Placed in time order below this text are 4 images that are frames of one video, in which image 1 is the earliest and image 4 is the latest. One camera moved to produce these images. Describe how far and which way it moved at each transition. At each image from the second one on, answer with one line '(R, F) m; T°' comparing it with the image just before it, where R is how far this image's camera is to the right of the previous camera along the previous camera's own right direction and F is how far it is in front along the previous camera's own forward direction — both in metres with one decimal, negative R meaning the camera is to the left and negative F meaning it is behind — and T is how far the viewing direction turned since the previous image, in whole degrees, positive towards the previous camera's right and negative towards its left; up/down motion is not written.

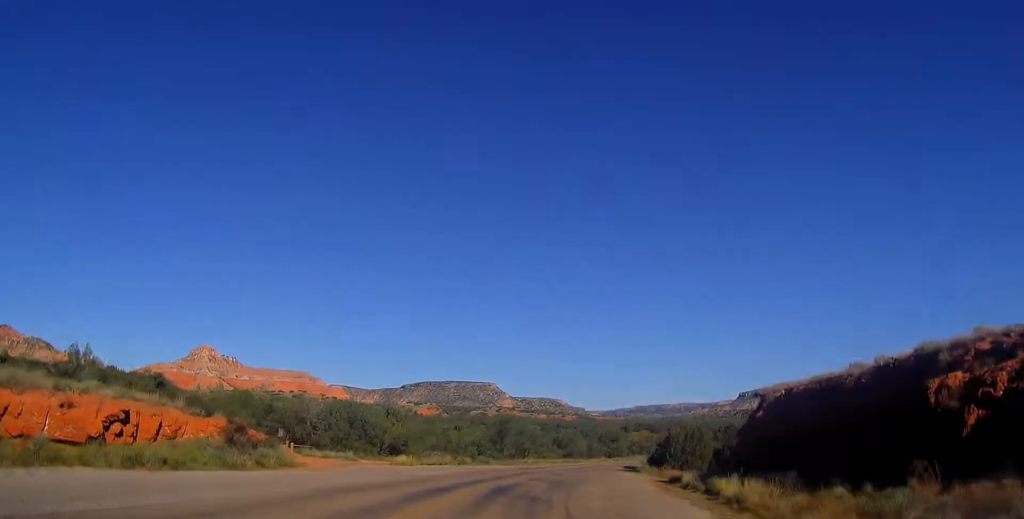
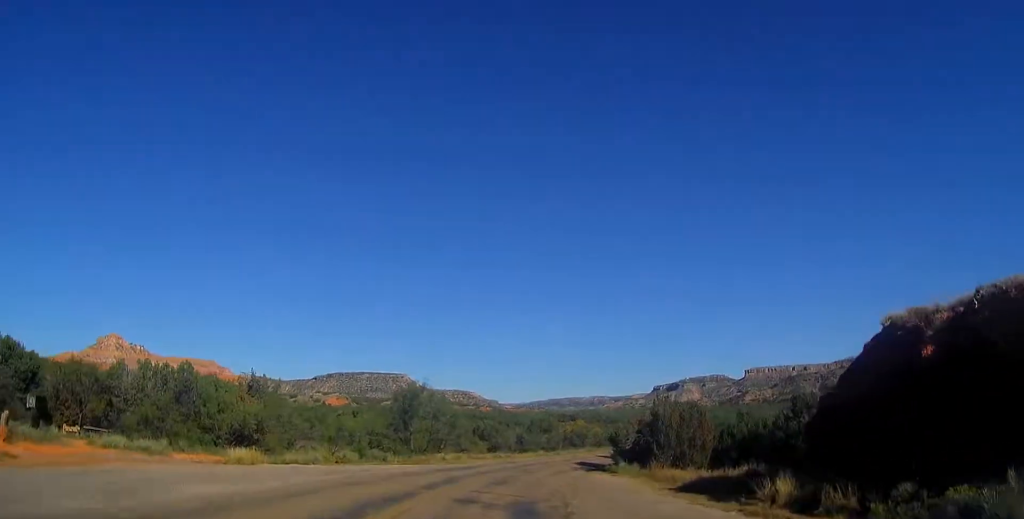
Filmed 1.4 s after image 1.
(+0.8, +20.2) m; +6°
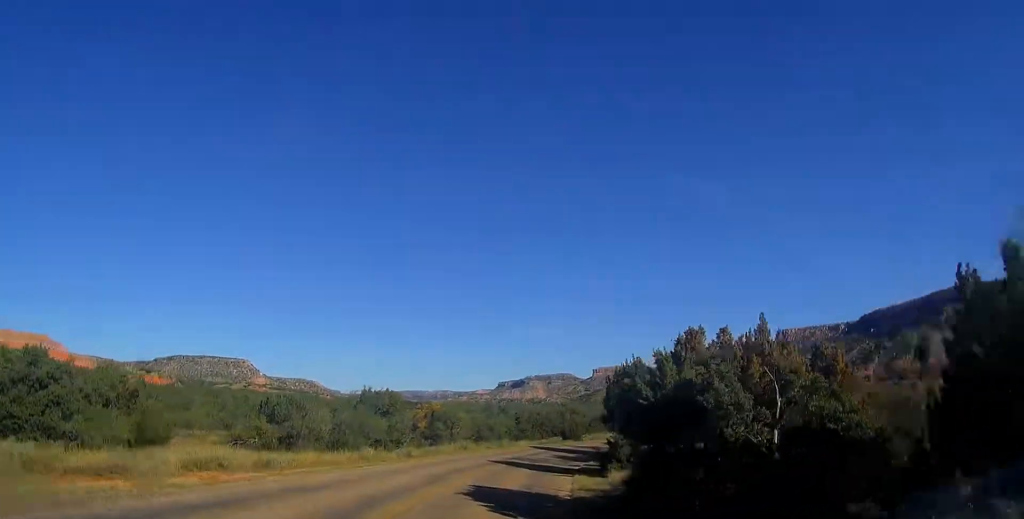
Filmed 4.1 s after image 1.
(+4.6, +38.7) m; +14°
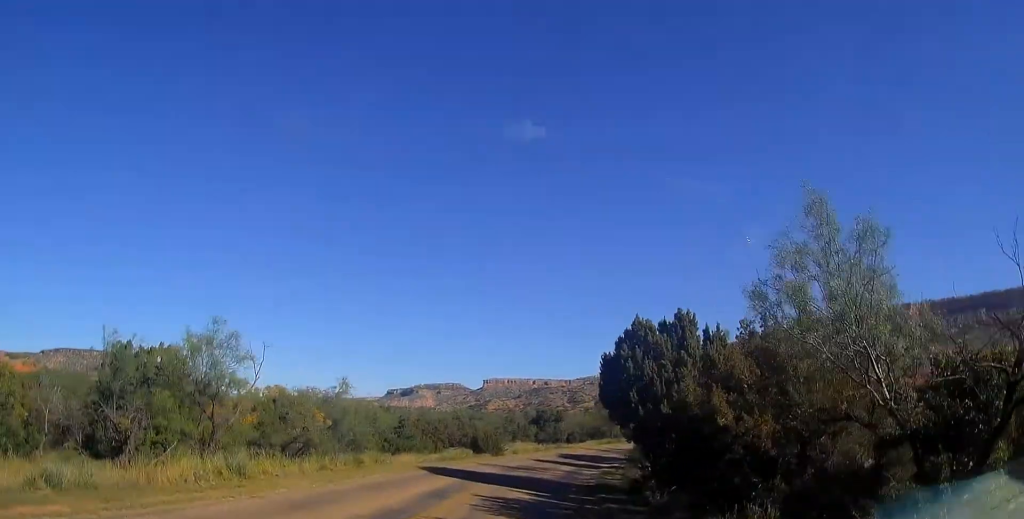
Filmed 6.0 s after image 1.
(+3.6, +27.9) m; +13°
